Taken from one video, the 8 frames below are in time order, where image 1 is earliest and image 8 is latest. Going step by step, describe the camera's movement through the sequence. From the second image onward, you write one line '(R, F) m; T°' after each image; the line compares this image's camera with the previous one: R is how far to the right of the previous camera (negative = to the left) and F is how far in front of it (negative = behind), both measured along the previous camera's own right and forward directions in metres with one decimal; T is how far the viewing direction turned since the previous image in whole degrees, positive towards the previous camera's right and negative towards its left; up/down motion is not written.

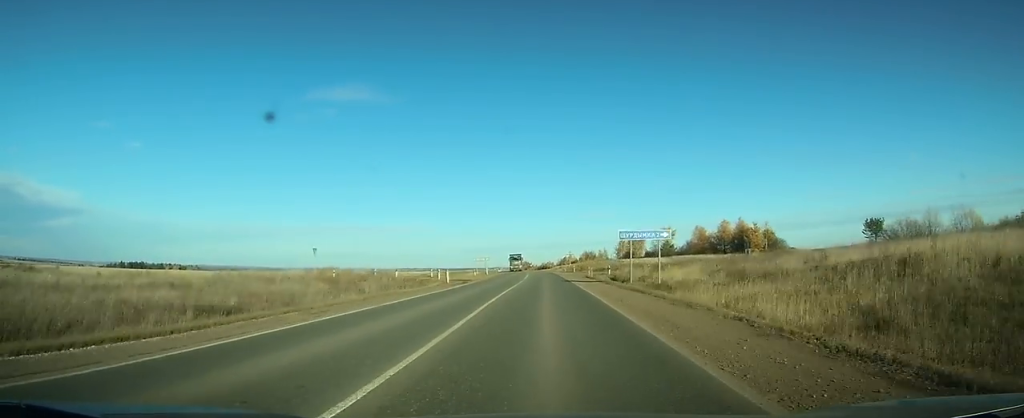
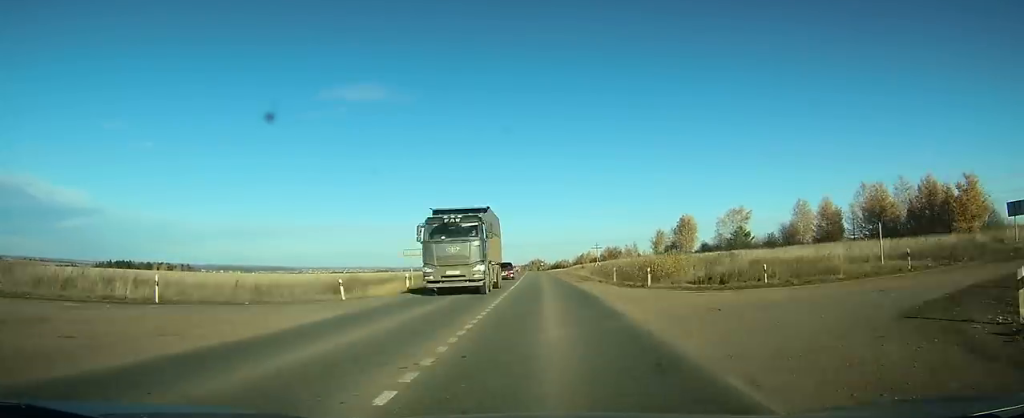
(-0.3, +55.8) m; -1°
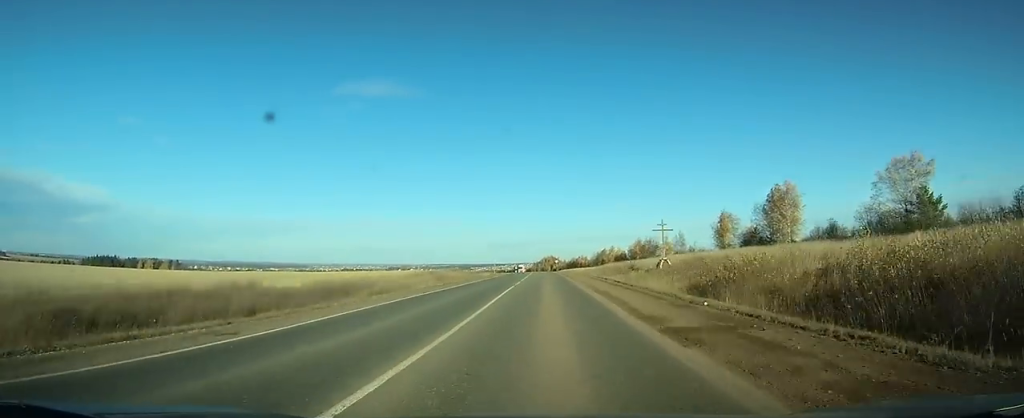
(-0.4, +55.7) m; -1°
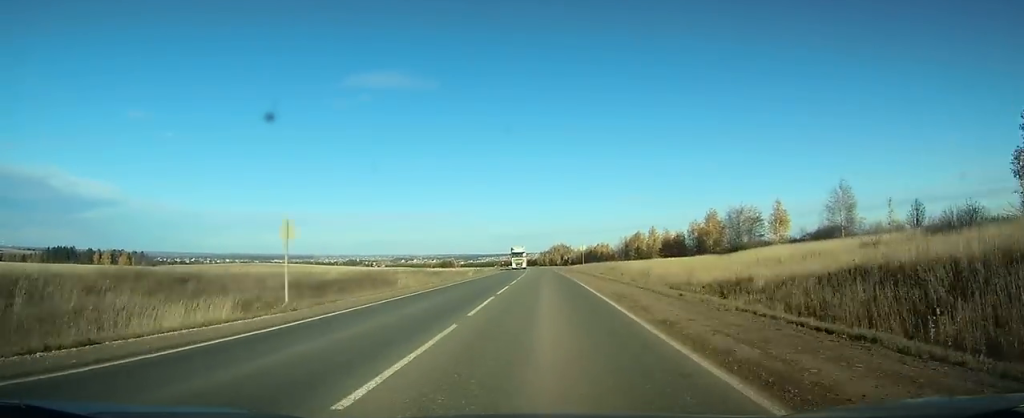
(-1.6, +89.2) m; -2°
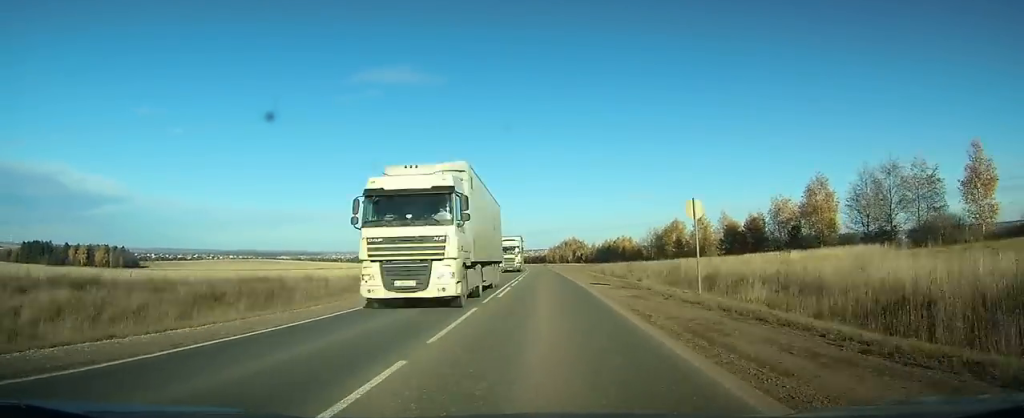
(-0.3, +51.4) m; -1°
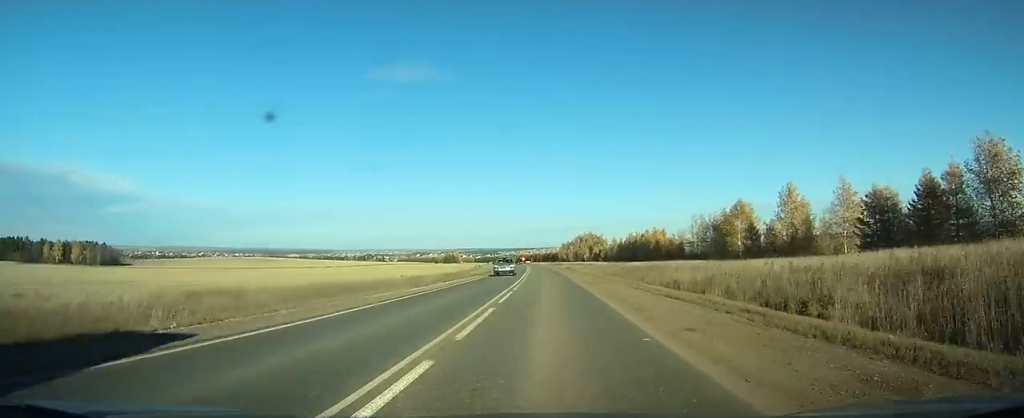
(-0.3, +49.6) m; -1°
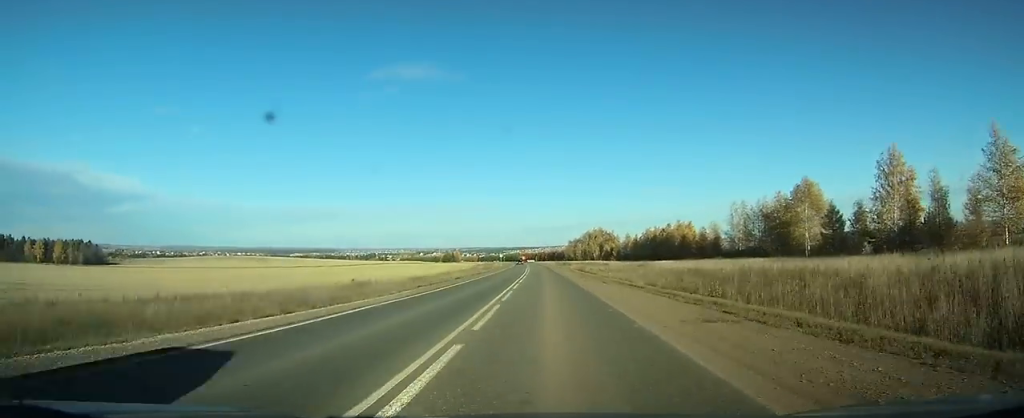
(-0.1, +29.8) m; -1°
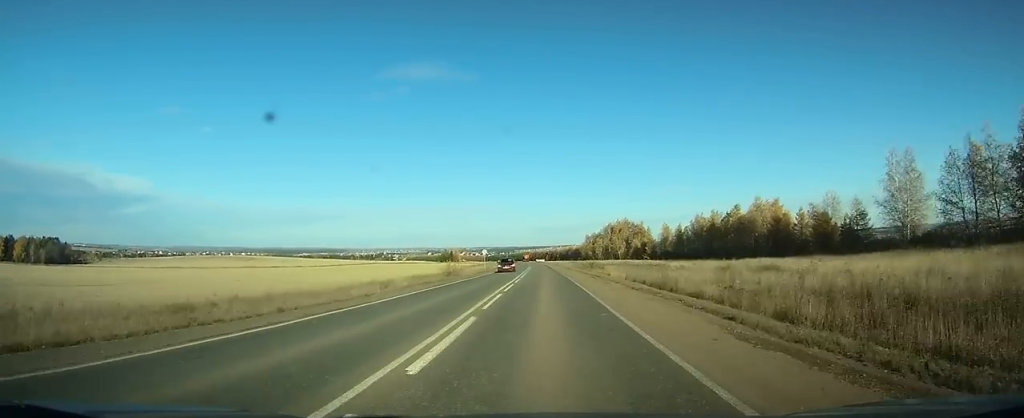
(-0.6, +58.1) m; -1°
